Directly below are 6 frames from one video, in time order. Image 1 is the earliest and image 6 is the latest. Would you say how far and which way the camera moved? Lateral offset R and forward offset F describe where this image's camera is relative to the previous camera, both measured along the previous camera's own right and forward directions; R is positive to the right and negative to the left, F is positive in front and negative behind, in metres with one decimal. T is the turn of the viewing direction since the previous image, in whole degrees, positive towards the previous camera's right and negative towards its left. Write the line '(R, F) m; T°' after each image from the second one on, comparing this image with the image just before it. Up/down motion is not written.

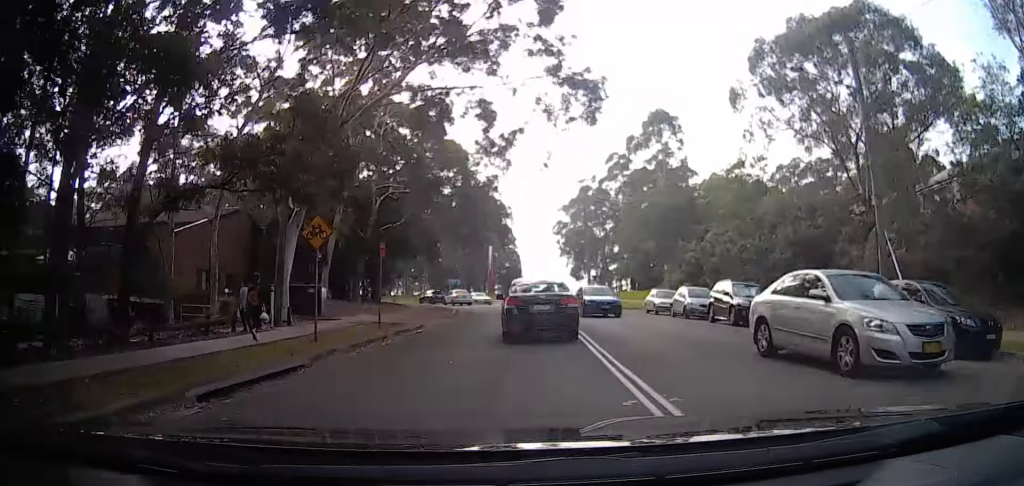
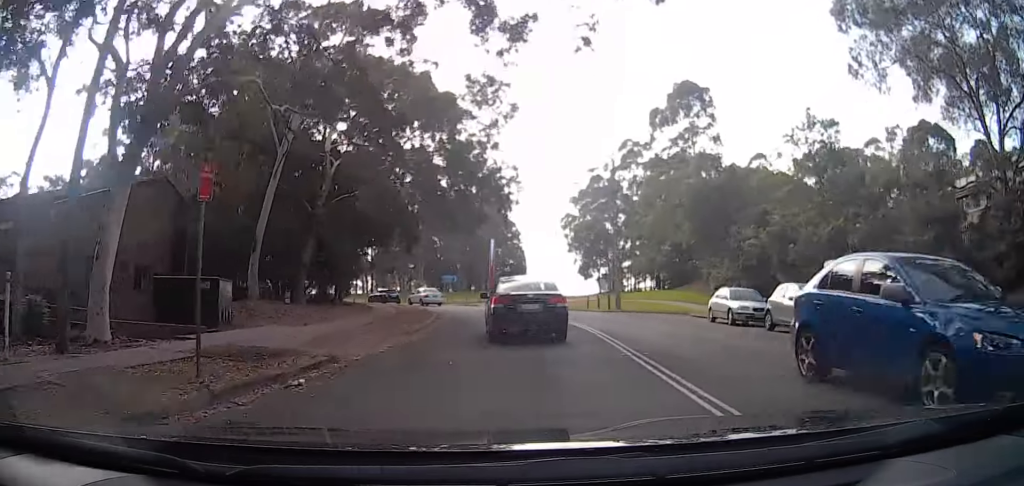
(-0.3, +11.9) m; -2°
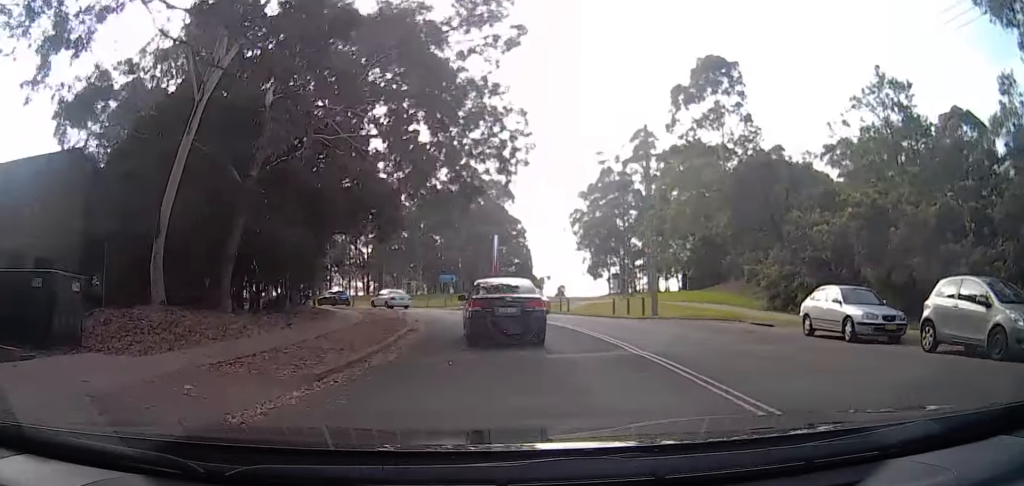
(-0.1, +9.2) m; -1°
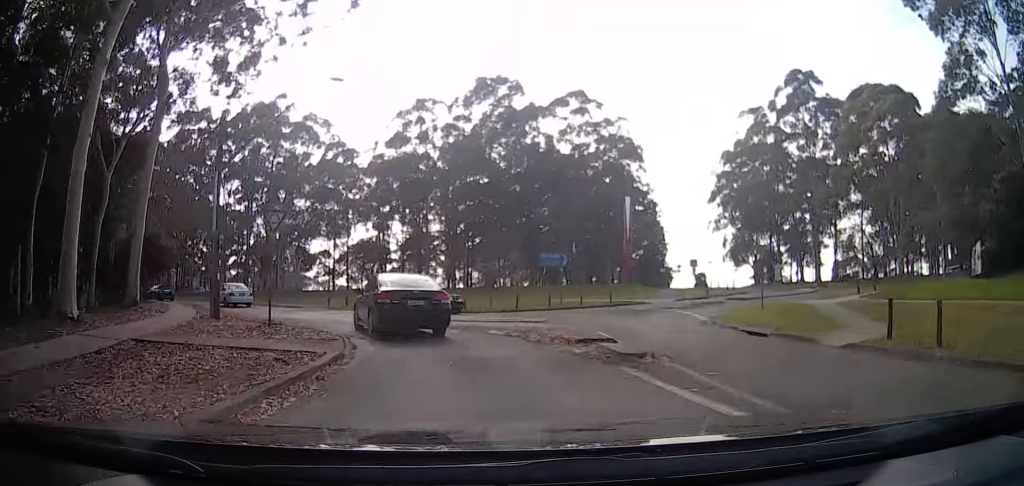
(-0.4, +32.7) m; -5°
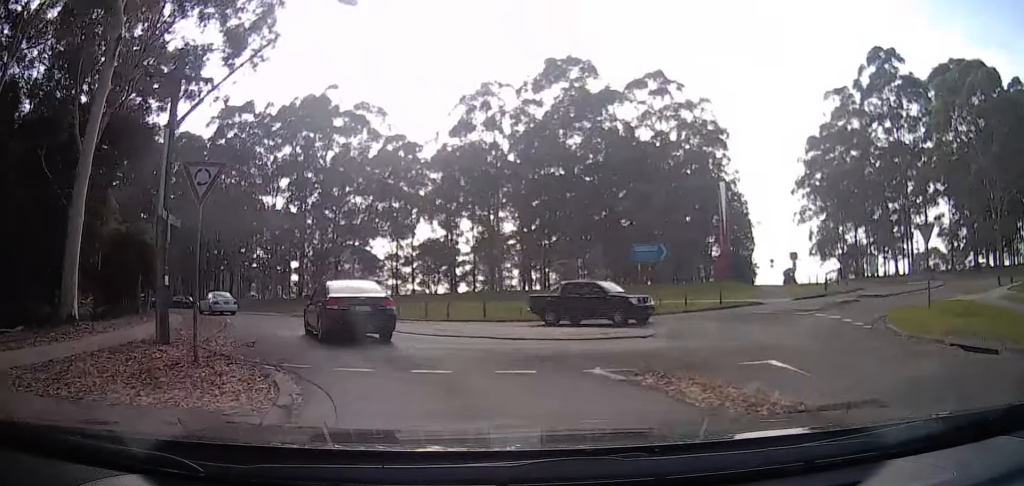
(-0.1, +6.9) m; -10°
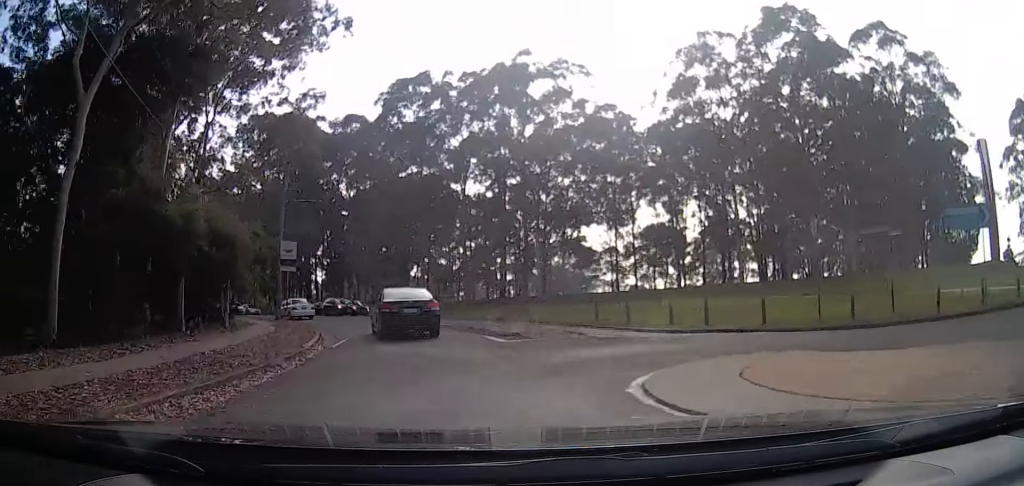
(-2.4, +10.2) m; -17°
